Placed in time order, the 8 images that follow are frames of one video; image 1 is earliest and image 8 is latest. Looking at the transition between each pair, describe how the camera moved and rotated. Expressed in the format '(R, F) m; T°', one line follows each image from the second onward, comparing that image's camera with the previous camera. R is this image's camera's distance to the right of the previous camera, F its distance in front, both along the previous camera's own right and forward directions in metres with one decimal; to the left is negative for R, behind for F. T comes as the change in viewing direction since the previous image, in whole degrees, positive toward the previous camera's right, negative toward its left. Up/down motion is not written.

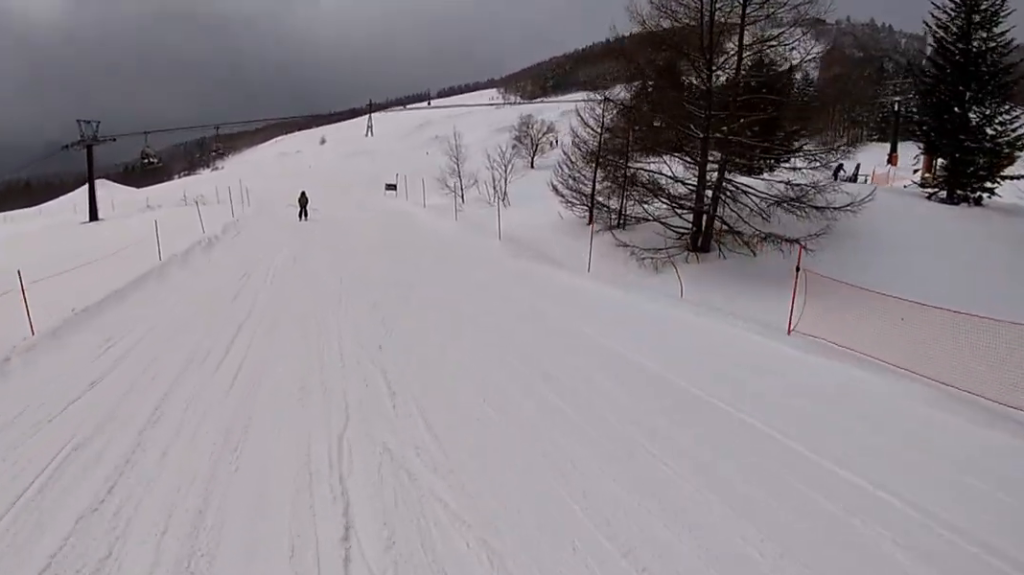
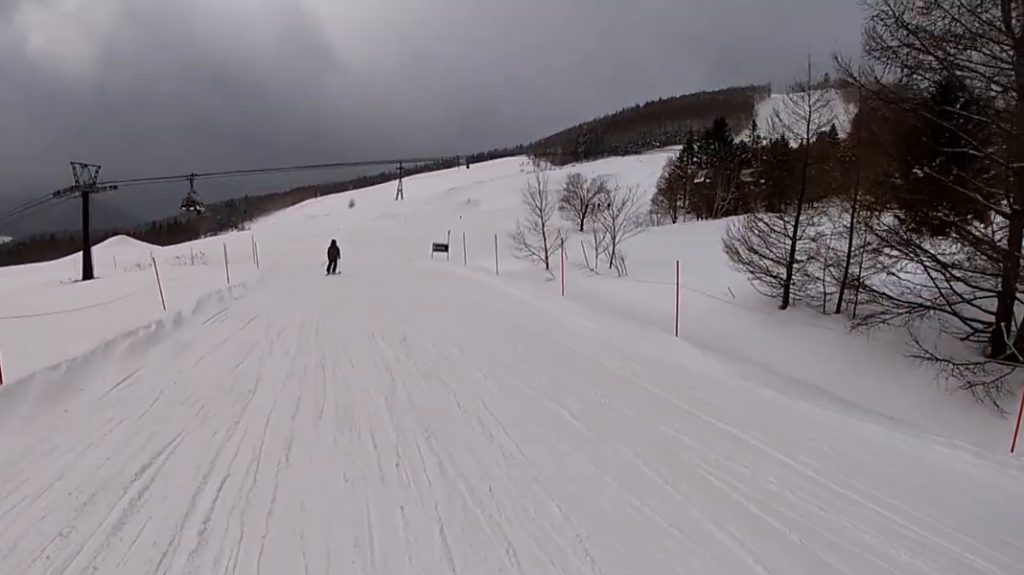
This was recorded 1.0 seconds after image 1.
(-0.4, +9.3) m; -1°
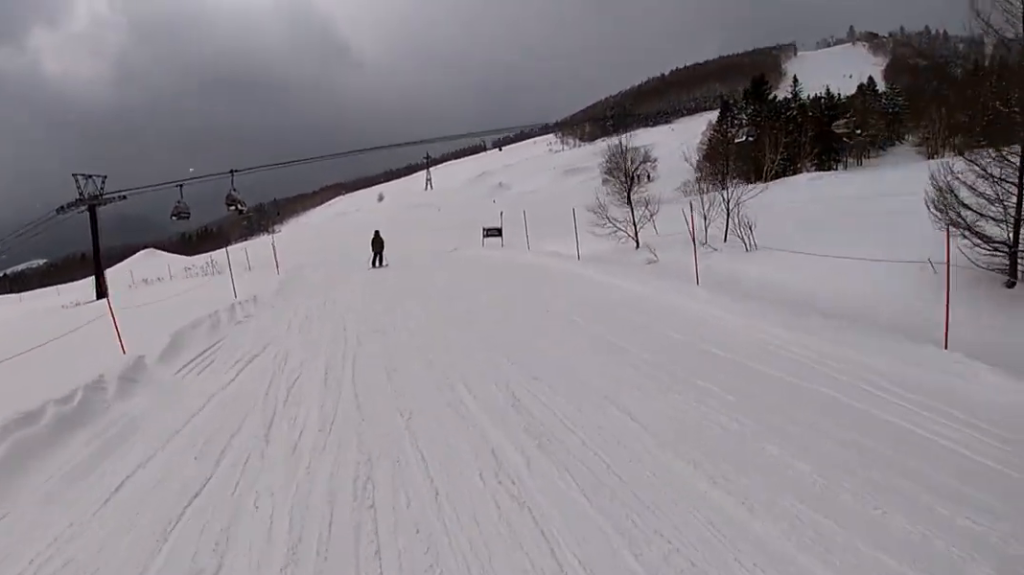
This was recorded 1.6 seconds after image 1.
(0.0, +4.9) m; +1°
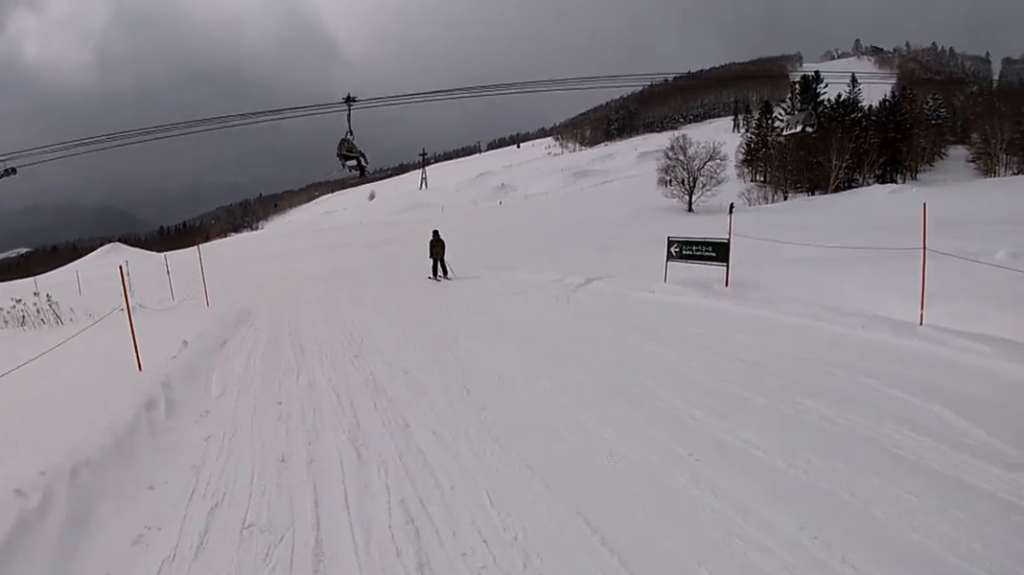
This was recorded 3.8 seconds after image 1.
(+0.1, +16.4) m; -1°
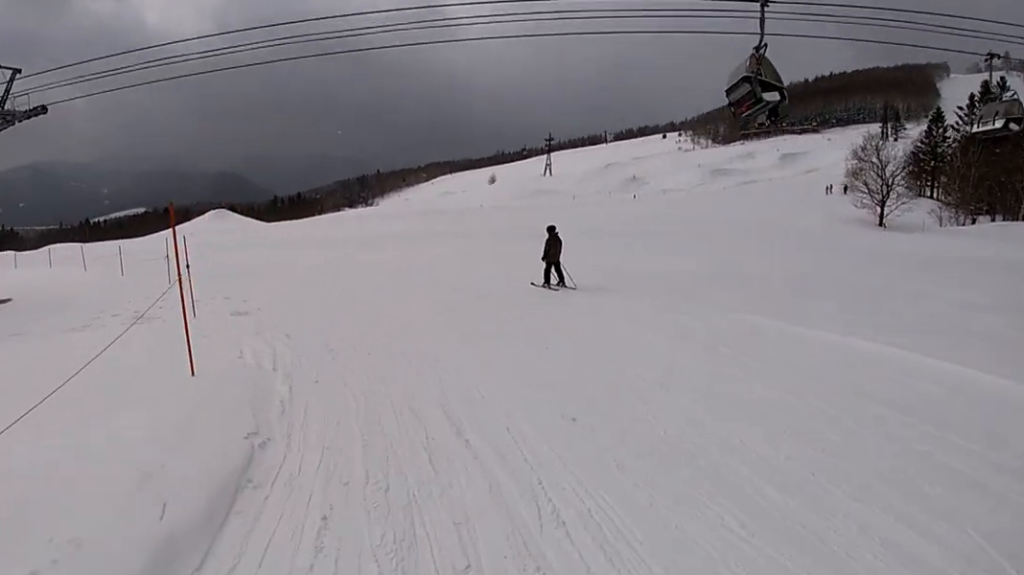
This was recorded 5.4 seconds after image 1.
(-0.3, +9.3) m; -1°
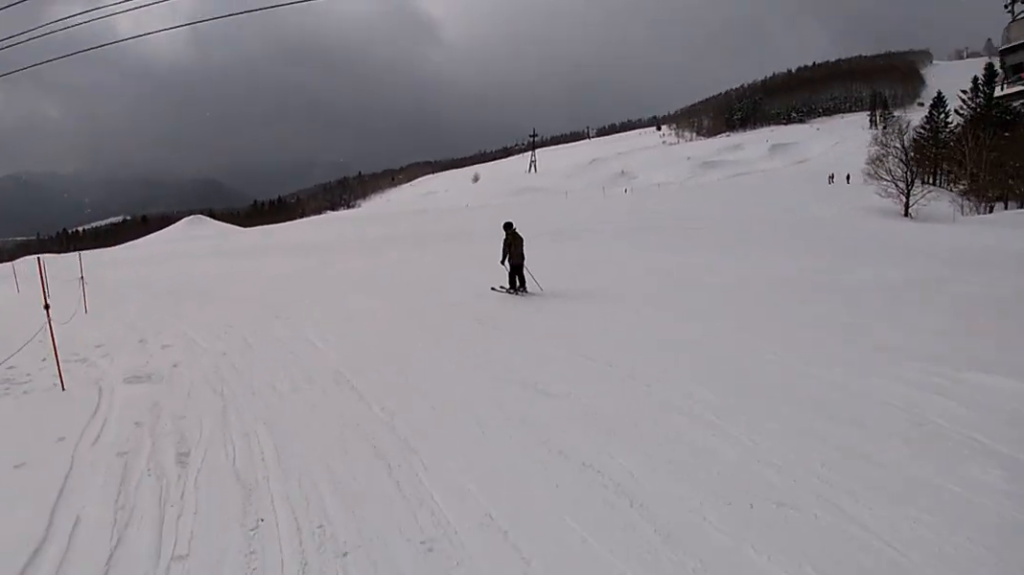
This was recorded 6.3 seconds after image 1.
(+0.5, +5.3) m; -4°
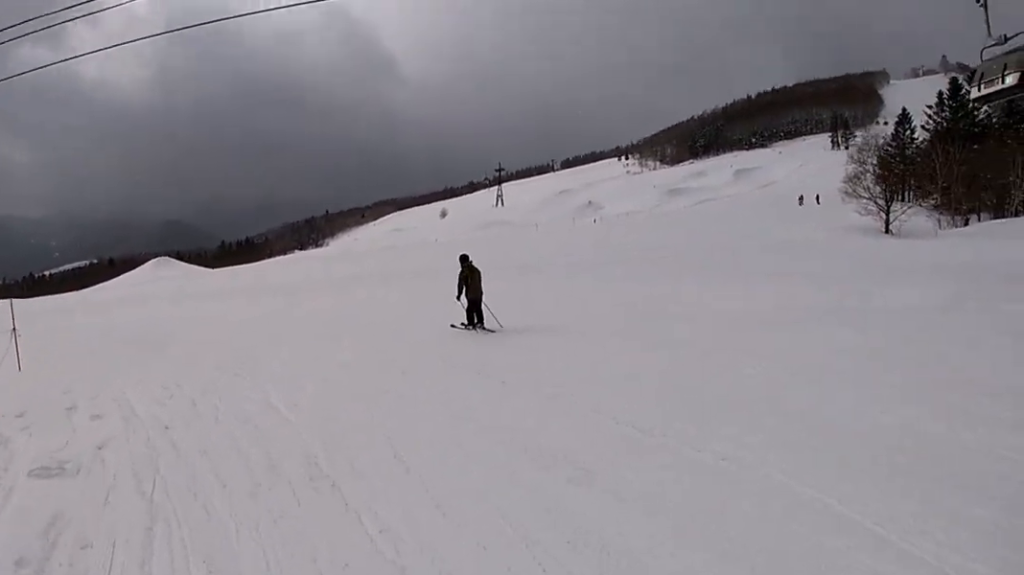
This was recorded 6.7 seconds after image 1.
(-0.2, +2.1) m; -4°
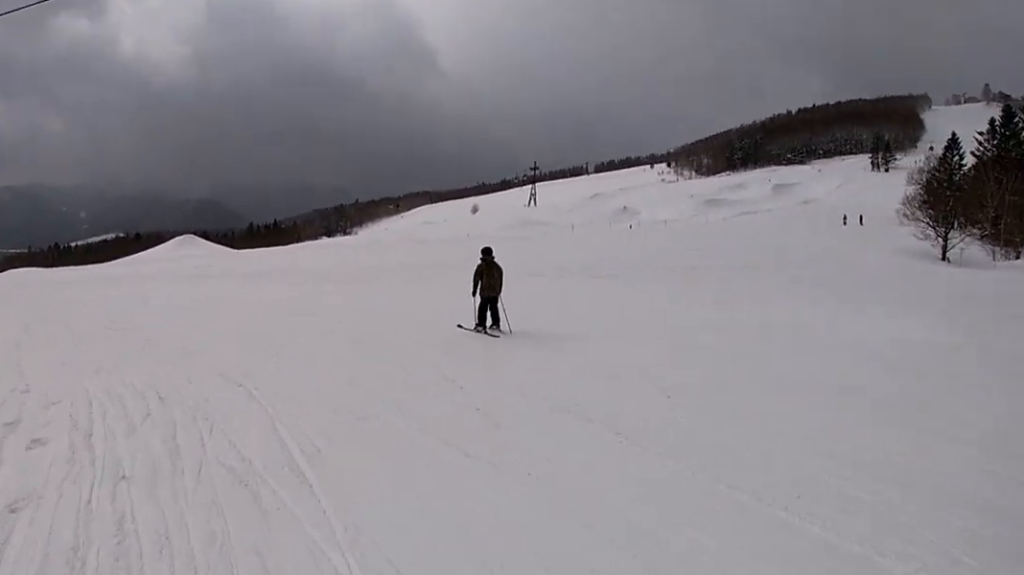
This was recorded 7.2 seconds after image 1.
(-0.3, +2.7) m; -6°
